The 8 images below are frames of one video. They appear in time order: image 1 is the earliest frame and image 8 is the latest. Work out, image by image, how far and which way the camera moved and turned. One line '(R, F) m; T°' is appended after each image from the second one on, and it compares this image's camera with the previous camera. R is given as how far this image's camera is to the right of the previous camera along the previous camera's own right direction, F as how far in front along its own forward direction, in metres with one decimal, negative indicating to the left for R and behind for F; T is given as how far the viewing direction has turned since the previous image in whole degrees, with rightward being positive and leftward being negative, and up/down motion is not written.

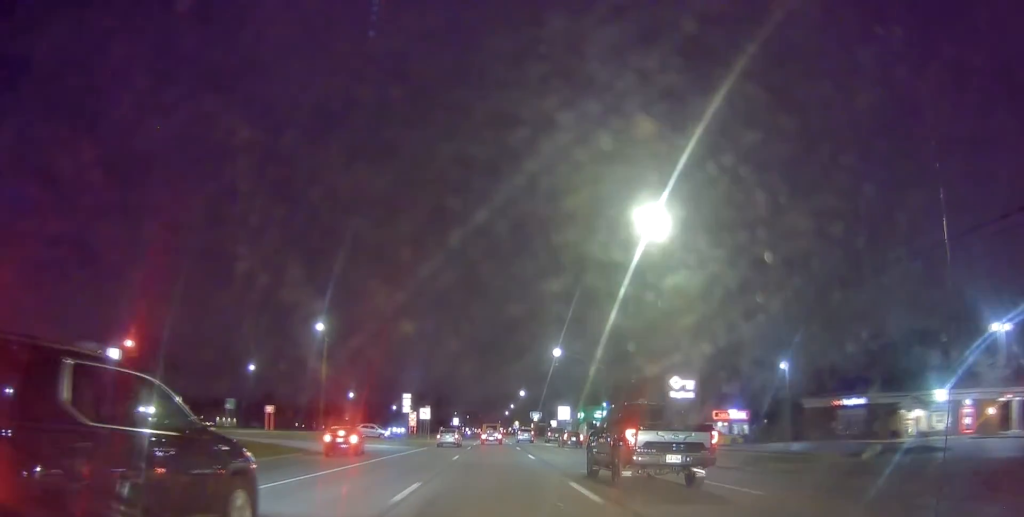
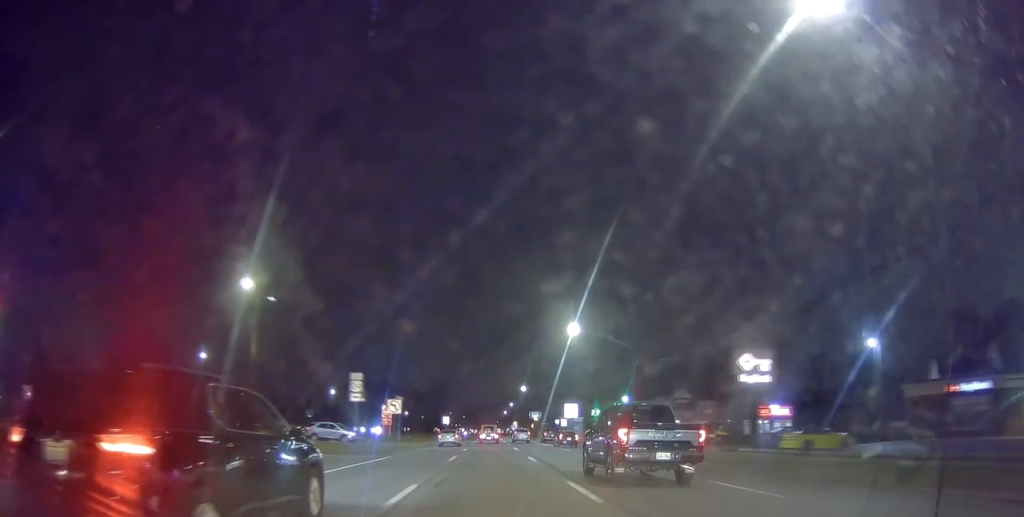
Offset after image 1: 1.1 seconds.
(-0.1, +16.7) m; 0°
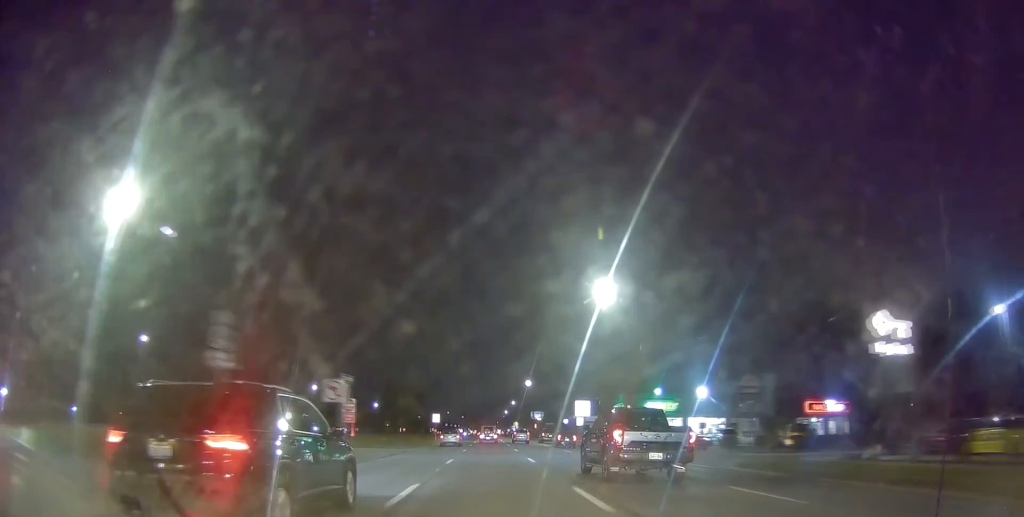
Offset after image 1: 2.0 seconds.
(+0.2, +15.0) m; 0°
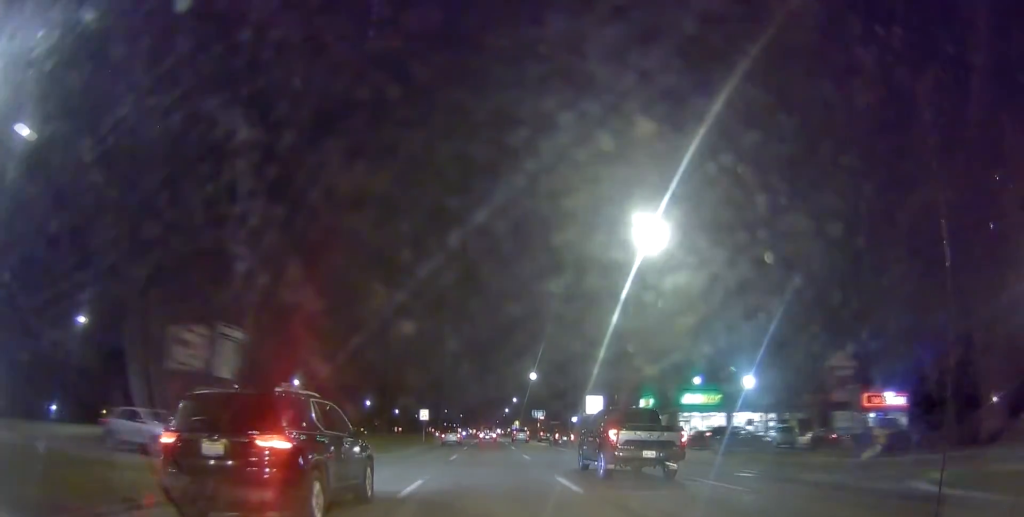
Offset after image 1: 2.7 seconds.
(-0.5, +12.1) m; 0°
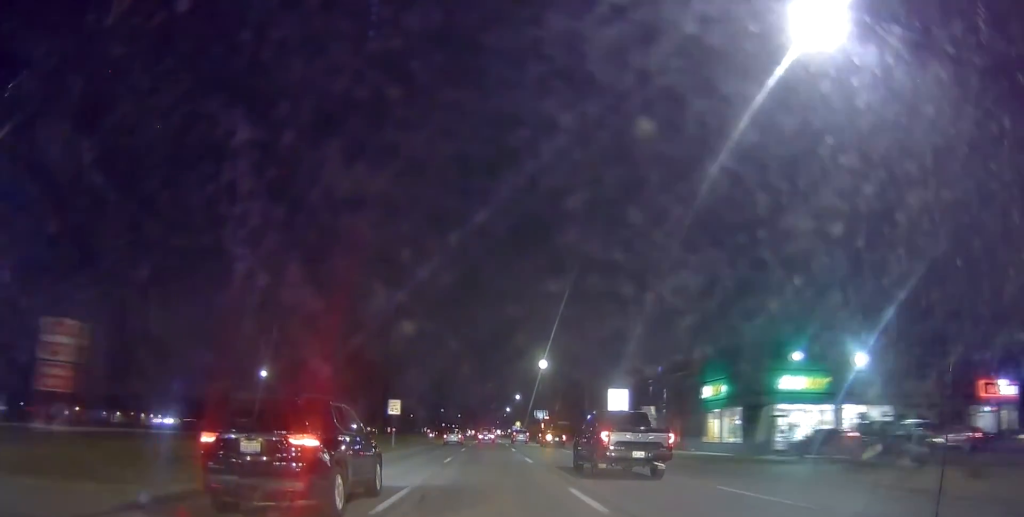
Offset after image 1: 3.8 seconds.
(+0.8, +17.7) m; +2°
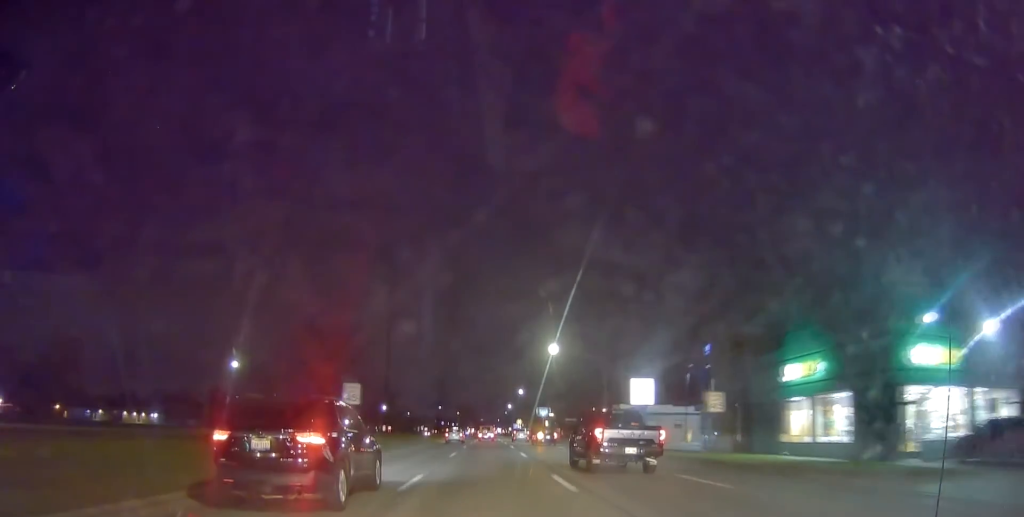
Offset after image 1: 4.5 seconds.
(0.0, +12.1) m; -1°
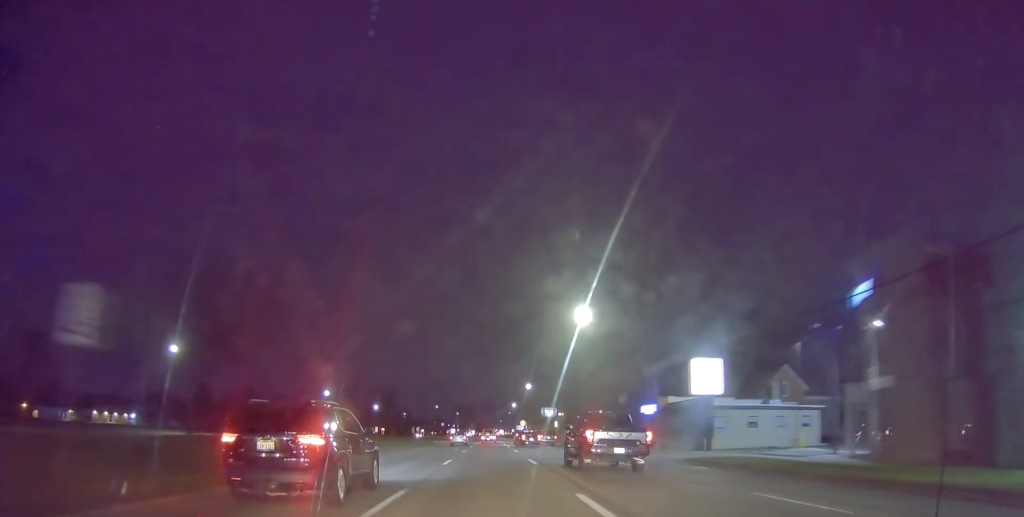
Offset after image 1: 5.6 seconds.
(-0.4, +19.2) m; 0°
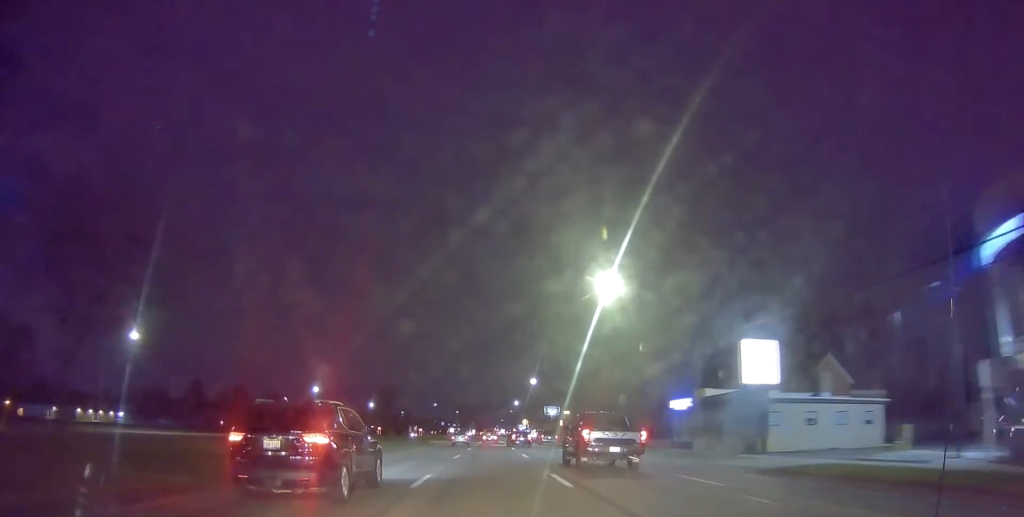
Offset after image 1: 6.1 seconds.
(+0.1, +9.5) m; -1°
